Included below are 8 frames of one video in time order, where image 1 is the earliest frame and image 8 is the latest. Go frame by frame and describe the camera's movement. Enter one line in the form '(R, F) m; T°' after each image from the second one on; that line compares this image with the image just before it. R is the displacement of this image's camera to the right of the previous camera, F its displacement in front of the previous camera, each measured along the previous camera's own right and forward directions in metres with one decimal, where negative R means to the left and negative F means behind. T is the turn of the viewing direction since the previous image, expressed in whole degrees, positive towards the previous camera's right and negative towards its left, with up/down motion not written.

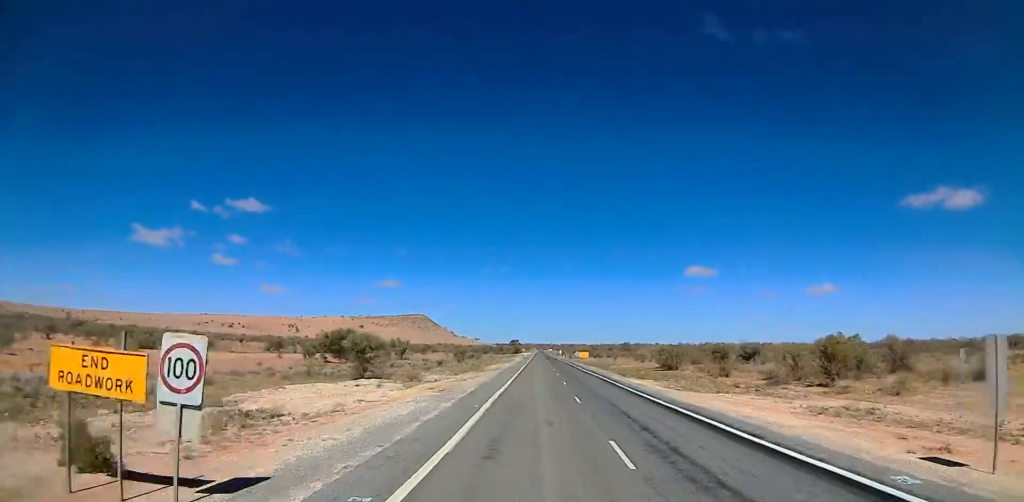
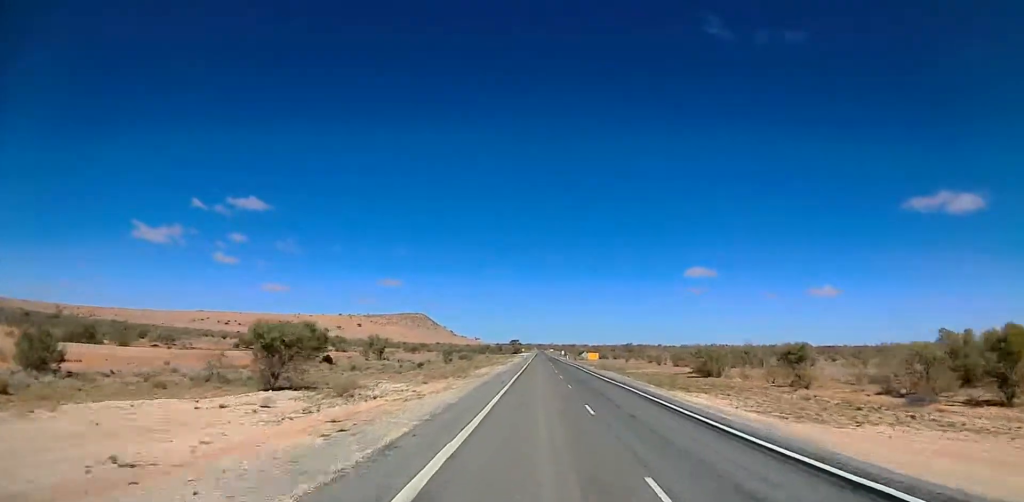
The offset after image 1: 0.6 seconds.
(-0.6, +17.9) m; -1°
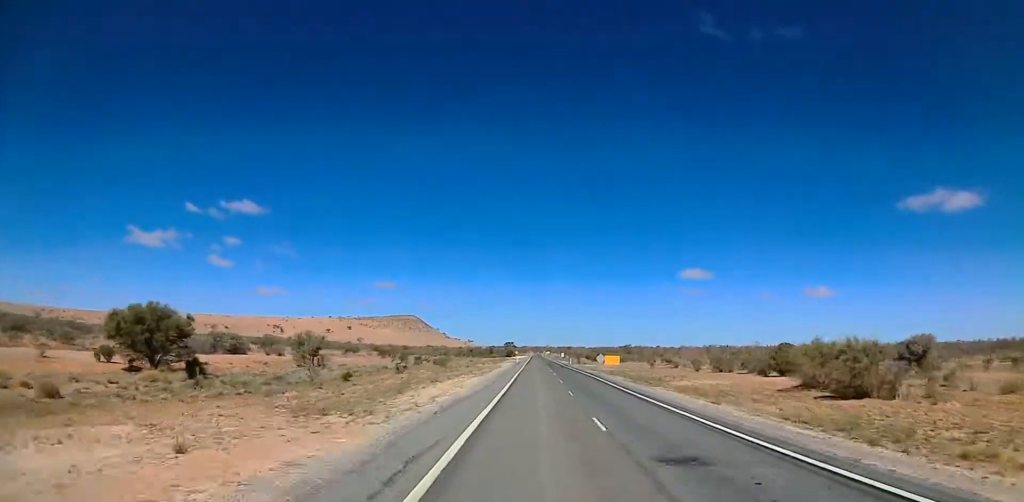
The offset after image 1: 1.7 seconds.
(+0.5, +30.7) m; +1°
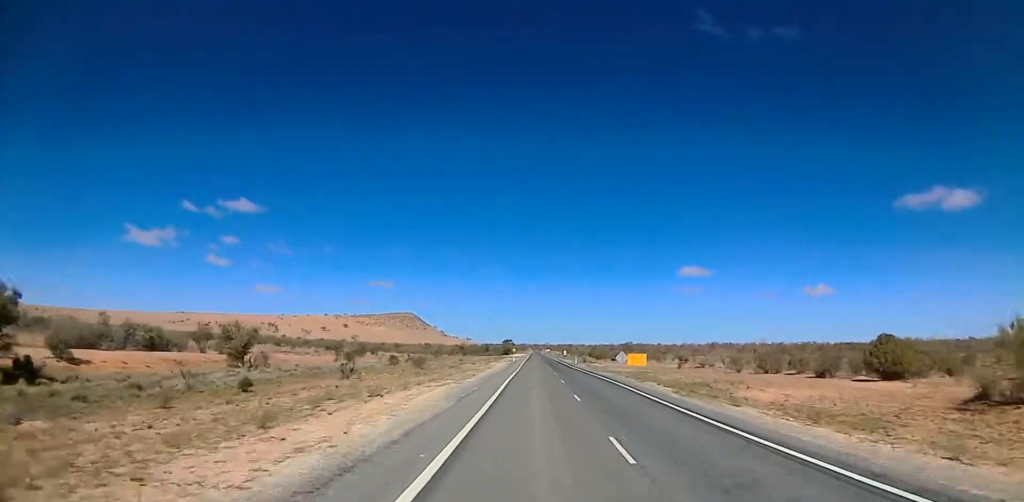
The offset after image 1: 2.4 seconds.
(-0.2, +15.5) m; -1°
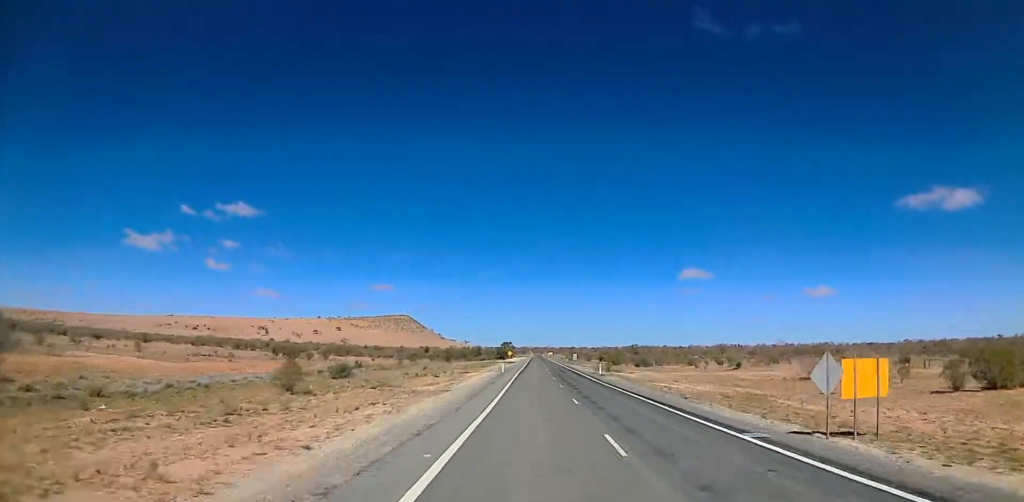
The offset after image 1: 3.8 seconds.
(-0.1, +30.5) m; +1°
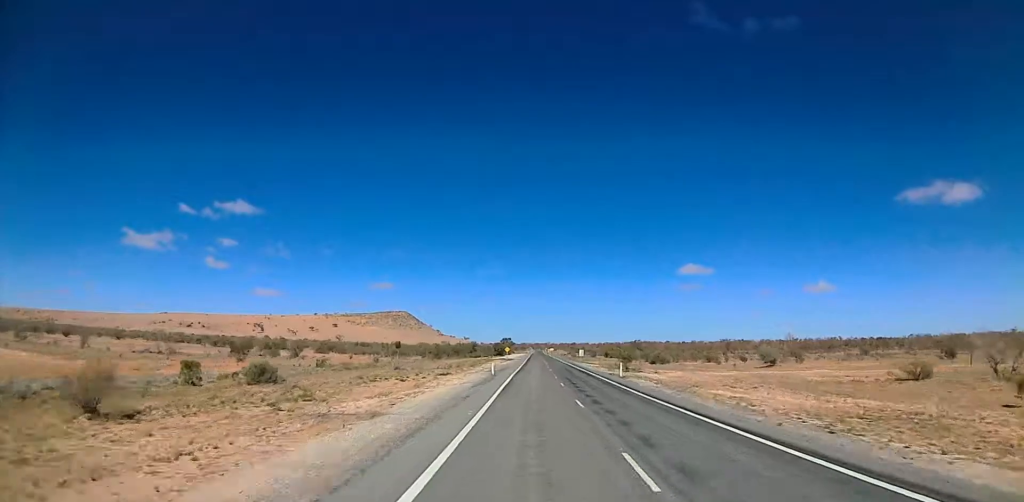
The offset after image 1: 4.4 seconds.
(+0.5, +13.4) m; 0°
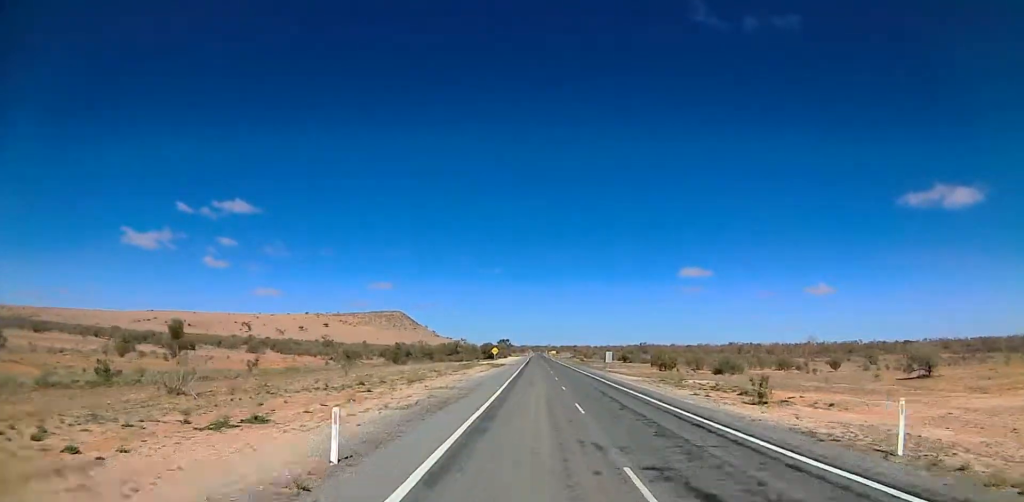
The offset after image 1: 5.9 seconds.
(-1.1, +34.9) m; -2°
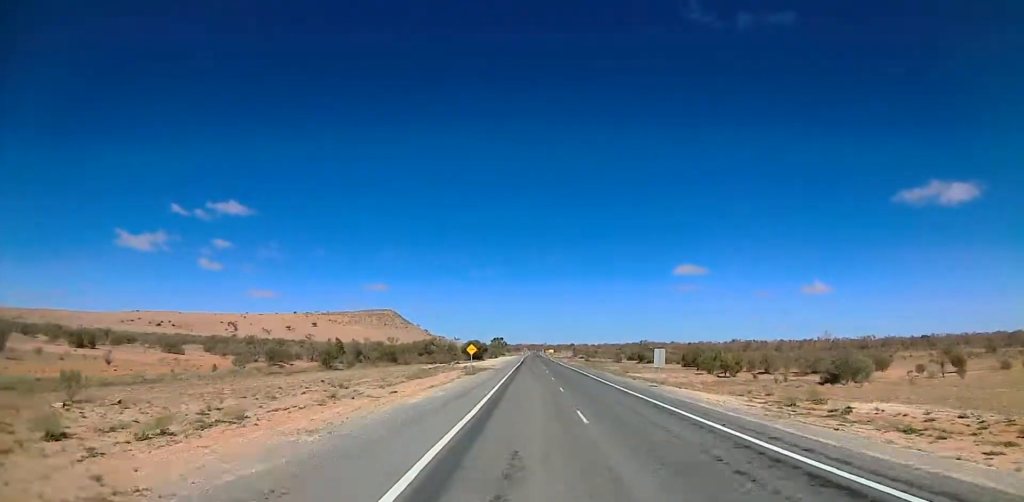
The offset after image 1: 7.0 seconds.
(+0.5, +27.0) m; +3°
